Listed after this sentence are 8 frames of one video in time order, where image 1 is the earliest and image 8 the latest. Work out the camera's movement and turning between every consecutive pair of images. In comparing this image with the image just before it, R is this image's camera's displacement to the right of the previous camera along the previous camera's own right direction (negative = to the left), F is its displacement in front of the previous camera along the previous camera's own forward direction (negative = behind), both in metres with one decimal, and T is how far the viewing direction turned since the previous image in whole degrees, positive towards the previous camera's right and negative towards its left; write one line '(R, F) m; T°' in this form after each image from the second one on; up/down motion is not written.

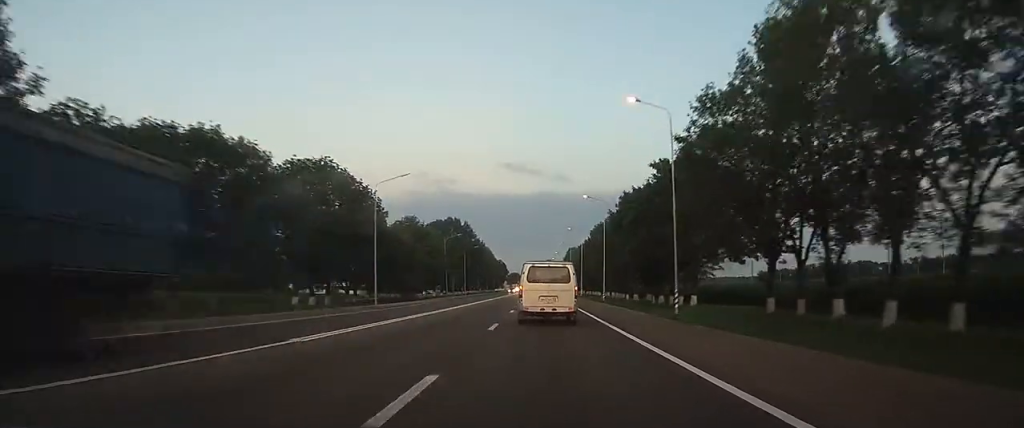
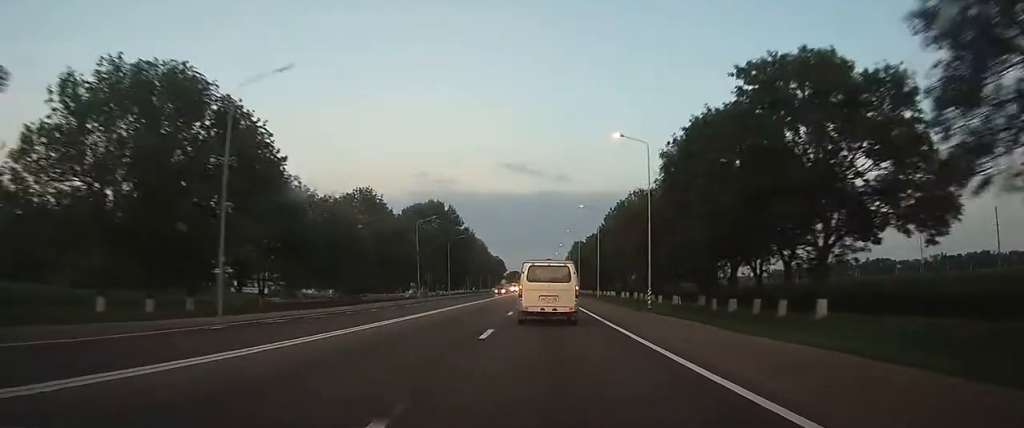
(0.0, +26.9) m; 0°
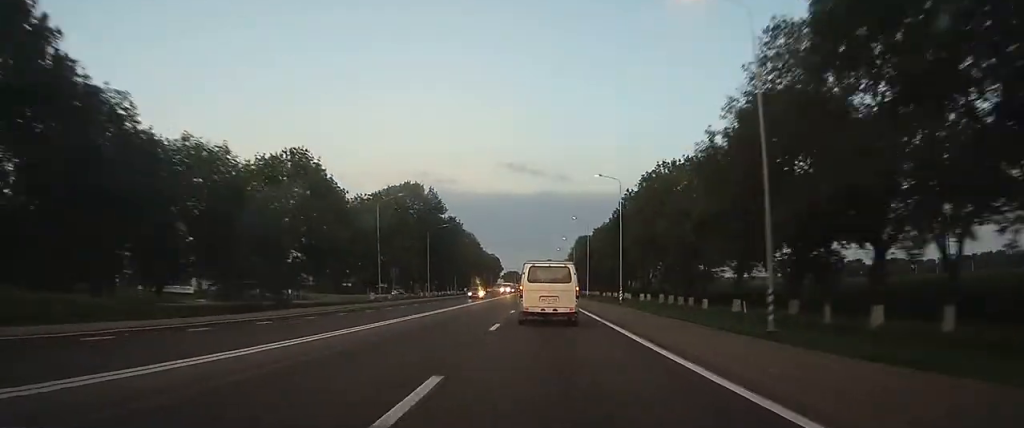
(+0.1, +21.1) m; 0°
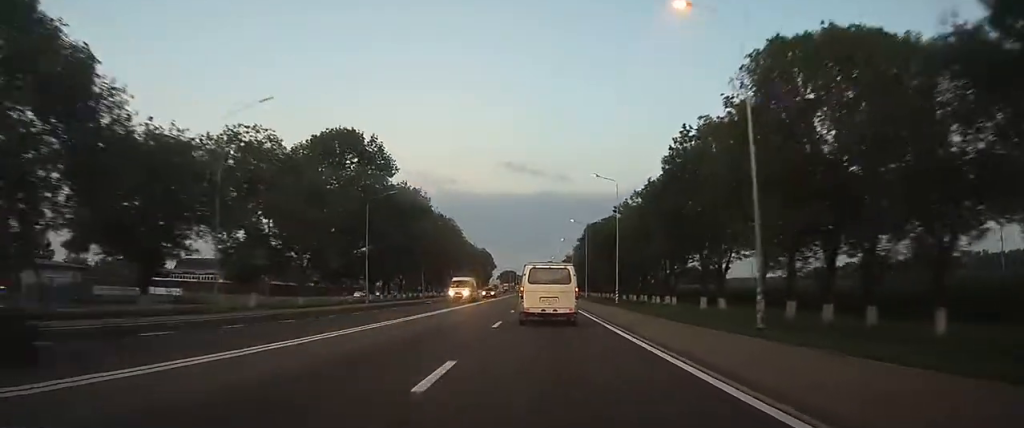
(+0.1, +34.2) m; 0°
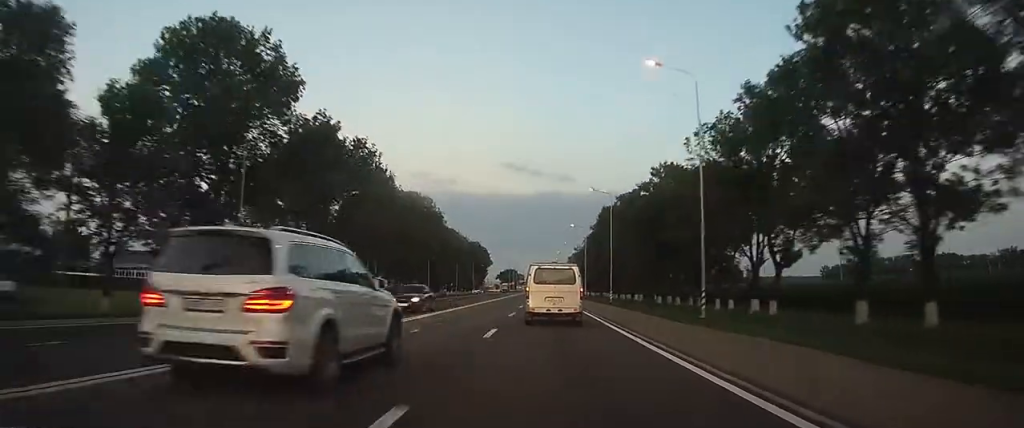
(0.0, +28.1) m; 0°
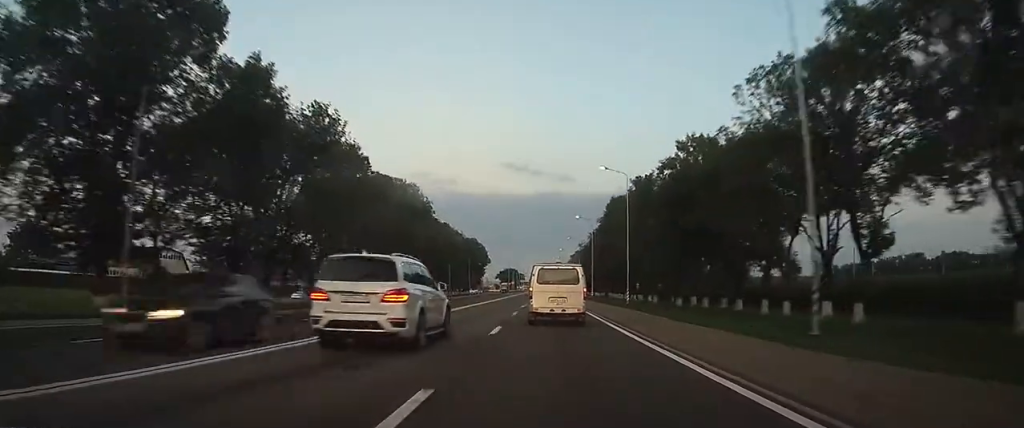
(0.0, +10.9) m; 0°
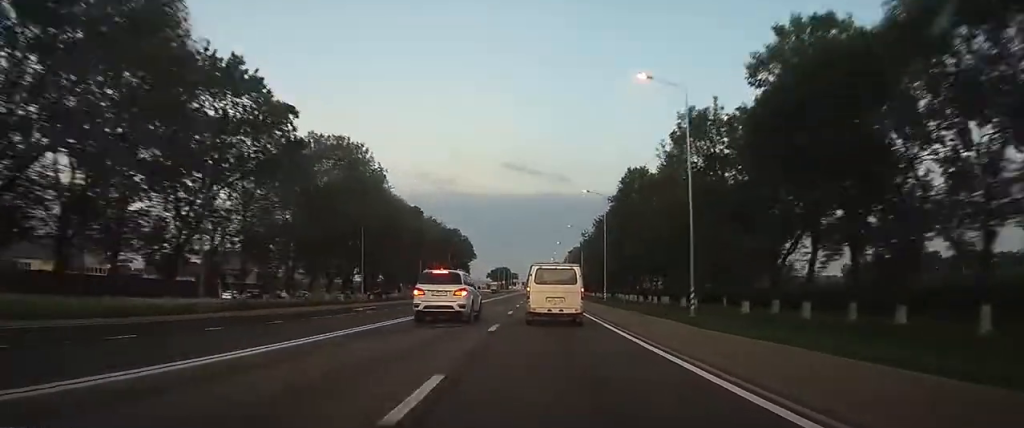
(0.0, +22.6) m; 0°
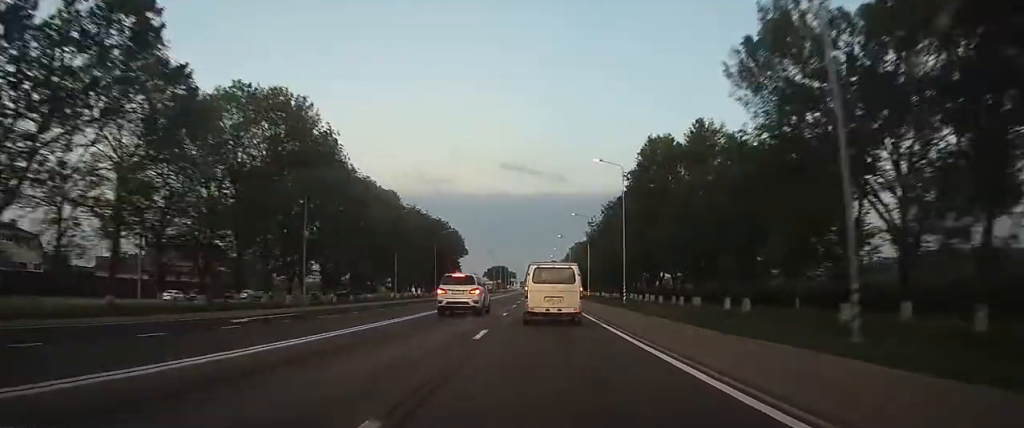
(0.0, +14.8) m; 0°
